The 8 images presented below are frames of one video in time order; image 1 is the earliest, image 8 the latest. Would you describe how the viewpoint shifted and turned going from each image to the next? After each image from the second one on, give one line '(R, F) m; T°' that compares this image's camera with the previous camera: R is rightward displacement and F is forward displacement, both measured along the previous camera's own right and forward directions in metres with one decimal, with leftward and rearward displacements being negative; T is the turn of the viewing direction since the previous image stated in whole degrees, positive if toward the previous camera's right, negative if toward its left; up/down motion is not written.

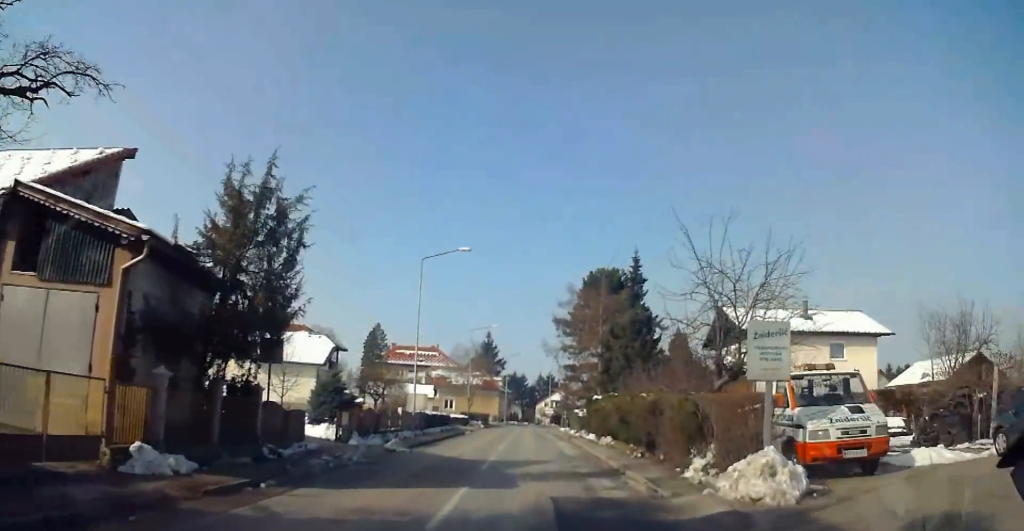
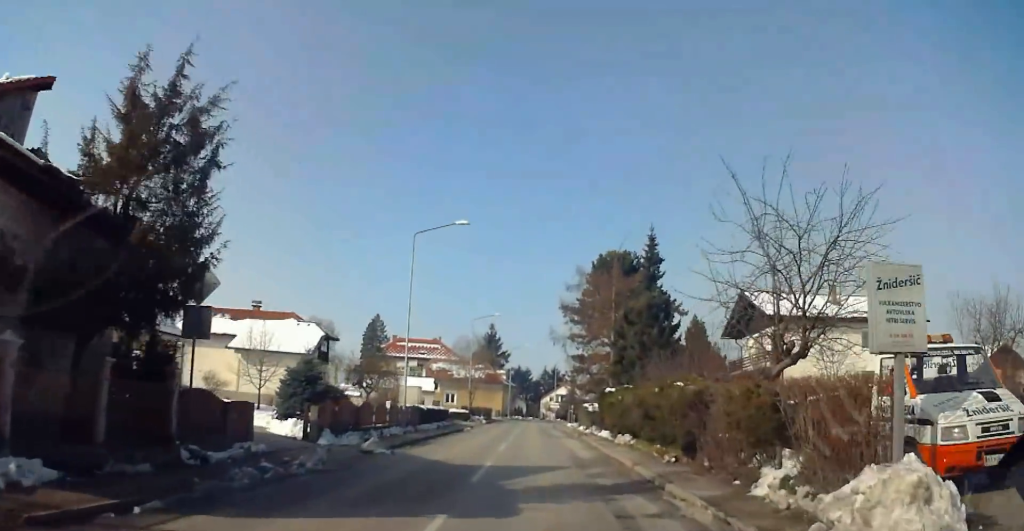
(+0.2, +4.2) m; 0°
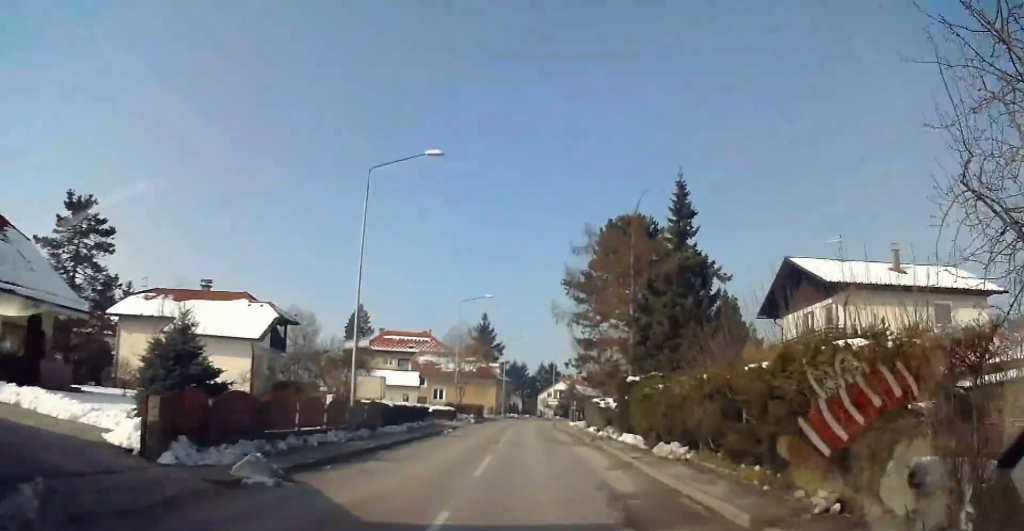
(-0.2, +9.1) m; -1°
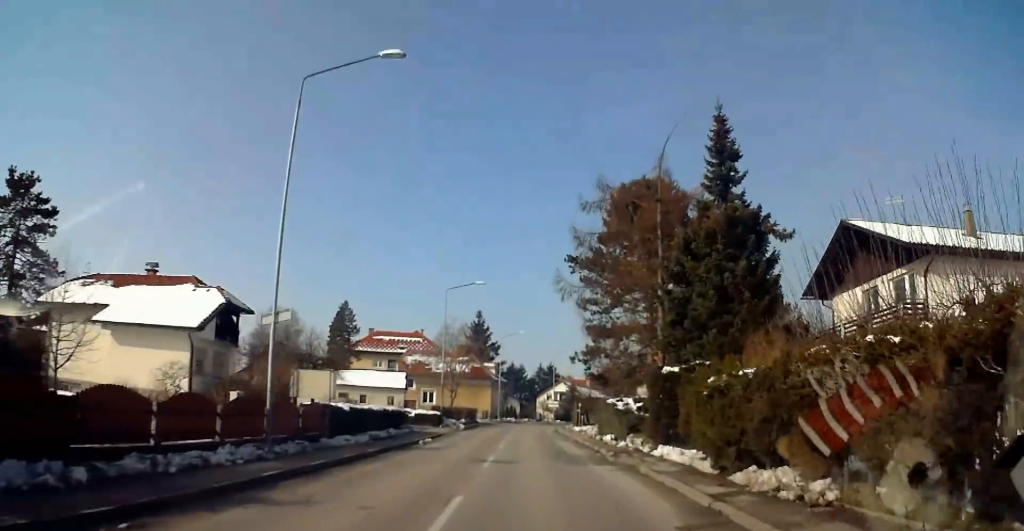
(0.0, +8.1) m; 0°
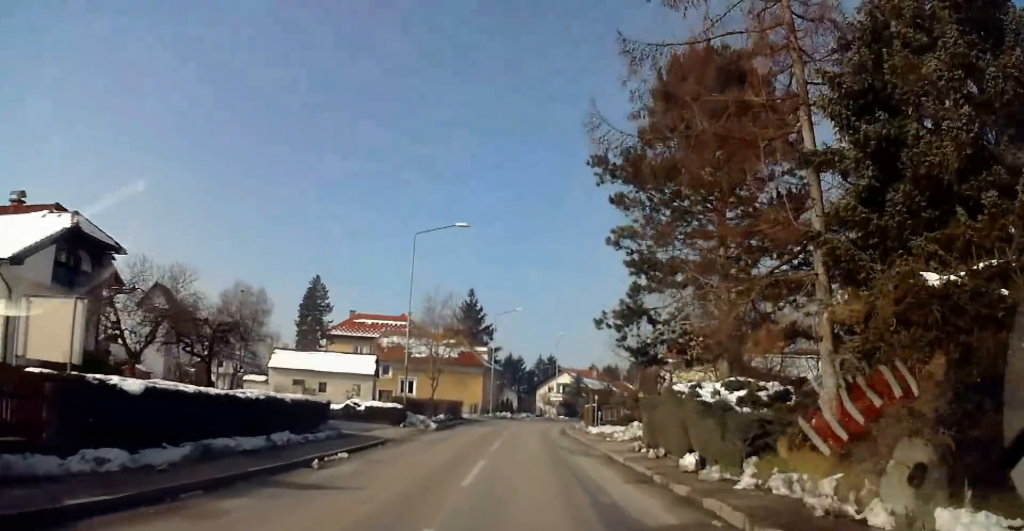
(-0.2, +14.7) m; +1°
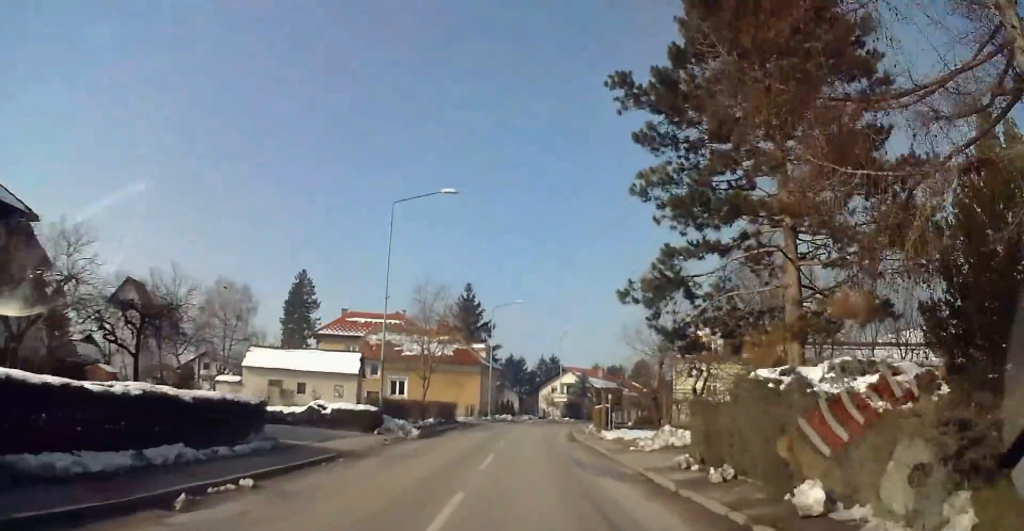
(+0.3, +6.3) m; 0°
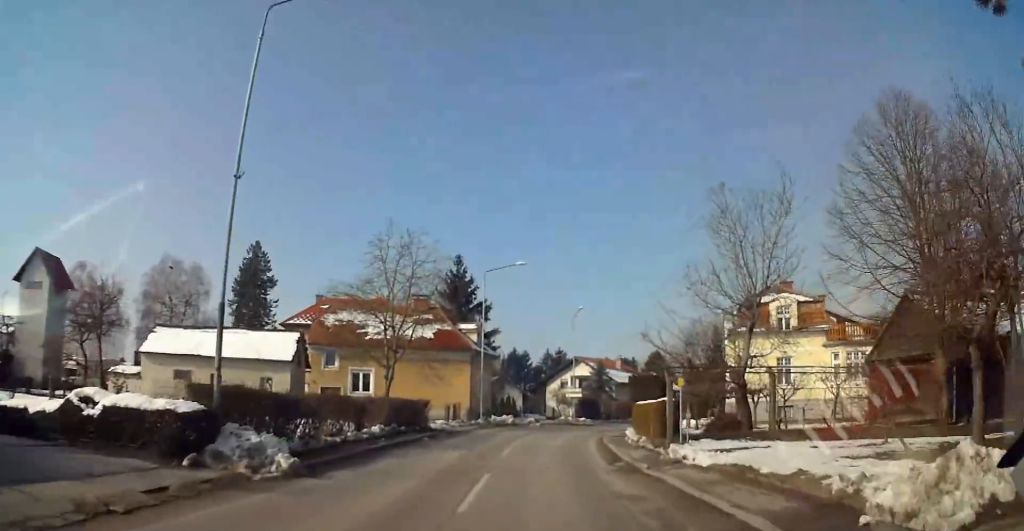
(-0.3, +16.3) m; 0°
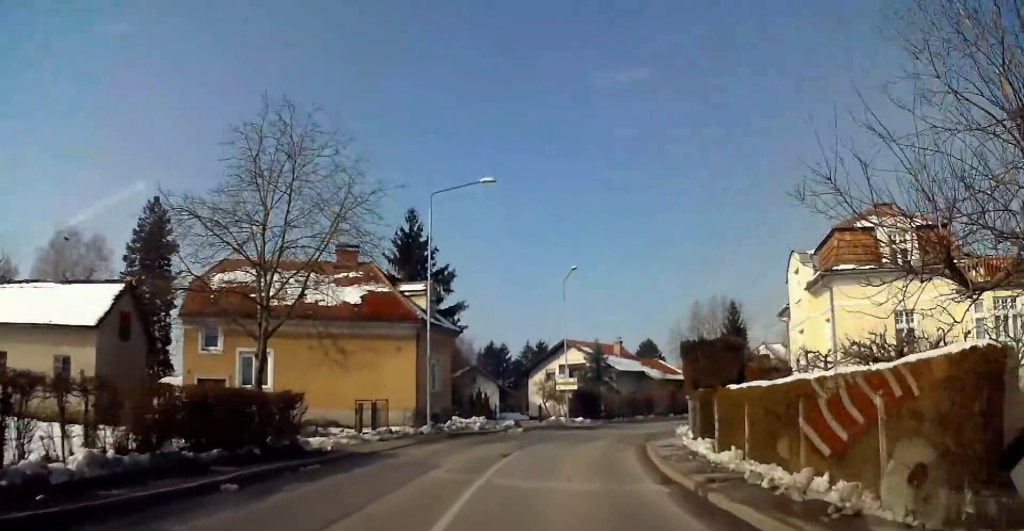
(+0.1, +16.9) m; 0°
